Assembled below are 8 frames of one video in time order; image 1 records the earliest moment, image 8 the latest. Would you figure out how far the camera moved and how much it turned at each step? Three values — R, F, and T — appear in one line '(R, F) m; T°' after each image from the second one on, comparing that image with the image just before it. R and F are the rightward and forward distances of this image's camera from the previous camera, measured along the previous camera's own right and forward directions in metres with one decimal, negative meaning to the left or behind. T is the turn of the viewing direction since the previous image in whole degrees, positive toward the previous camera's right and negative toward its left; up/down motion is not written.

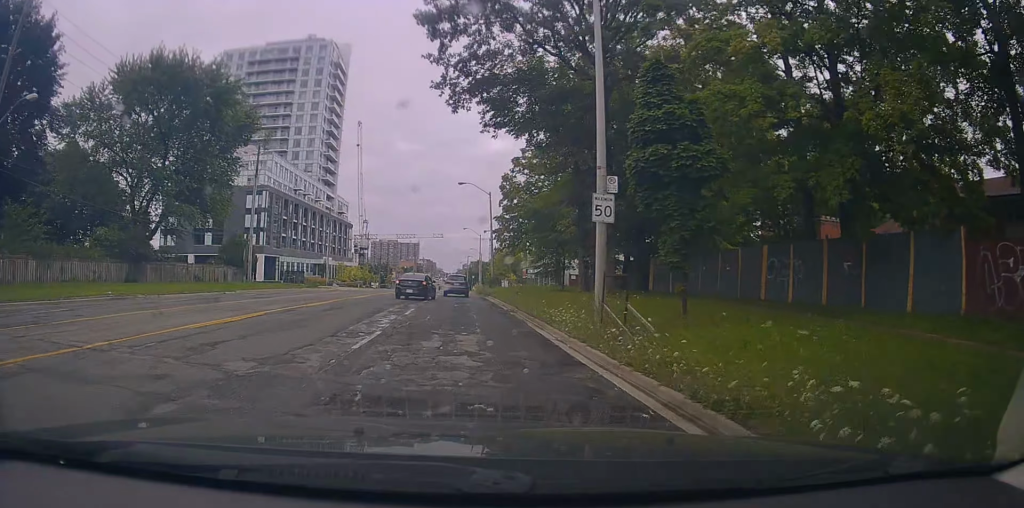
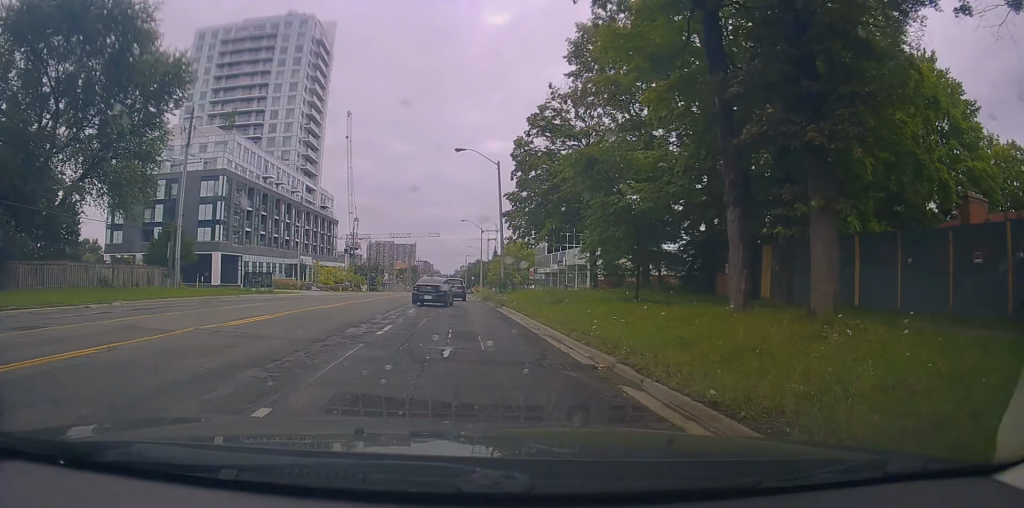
(+0.1, +16.1) m; -1°
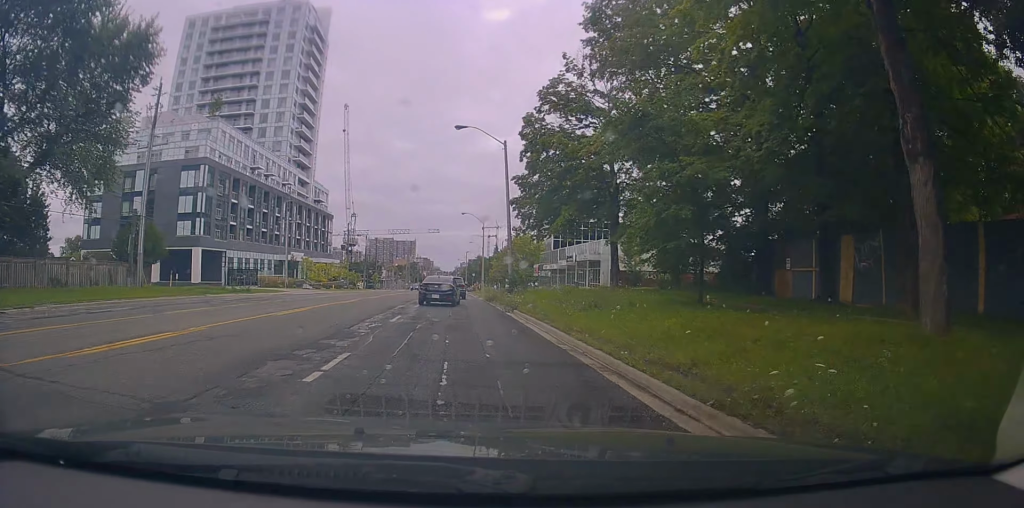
(-0.1, +5.9) m; 0°
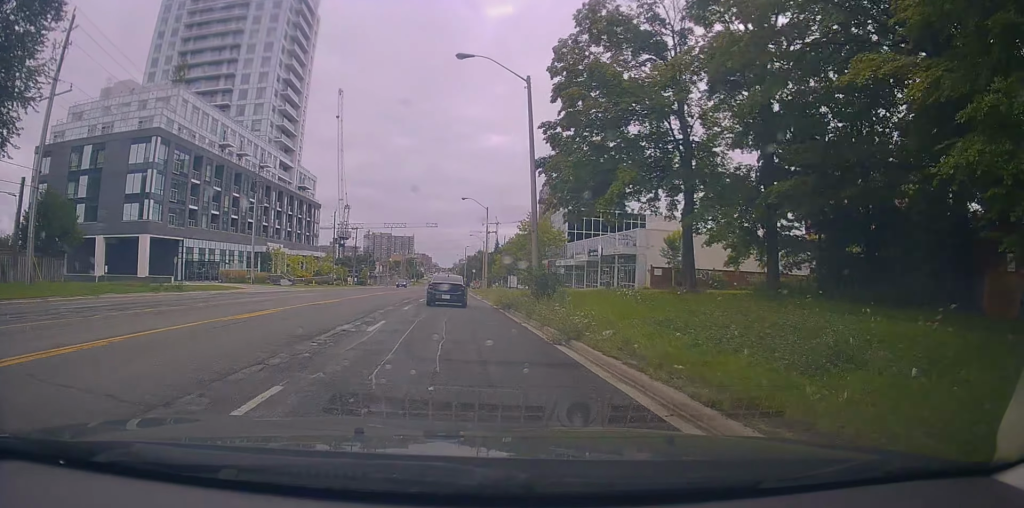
(-0.2, +12.0) m; +1°
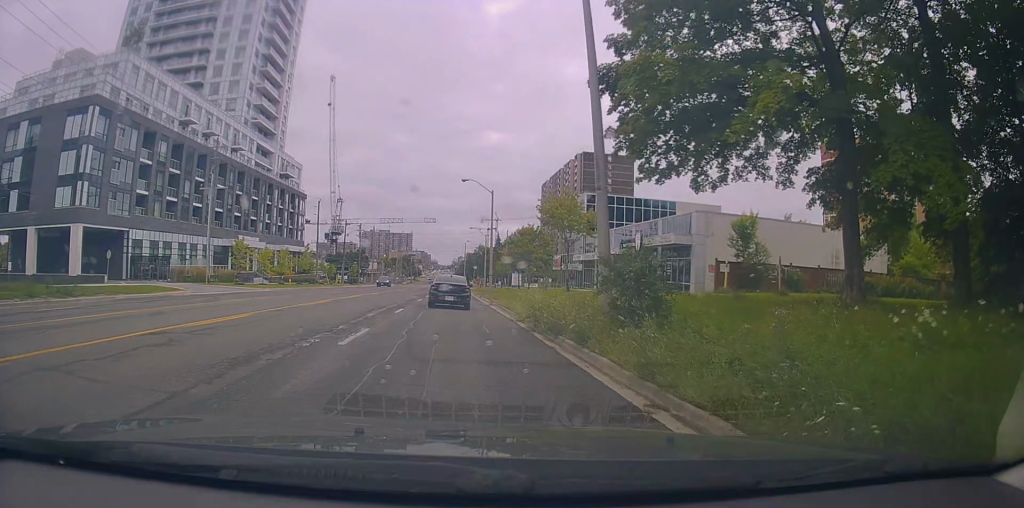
(+0.4, +11.3) m; +1°
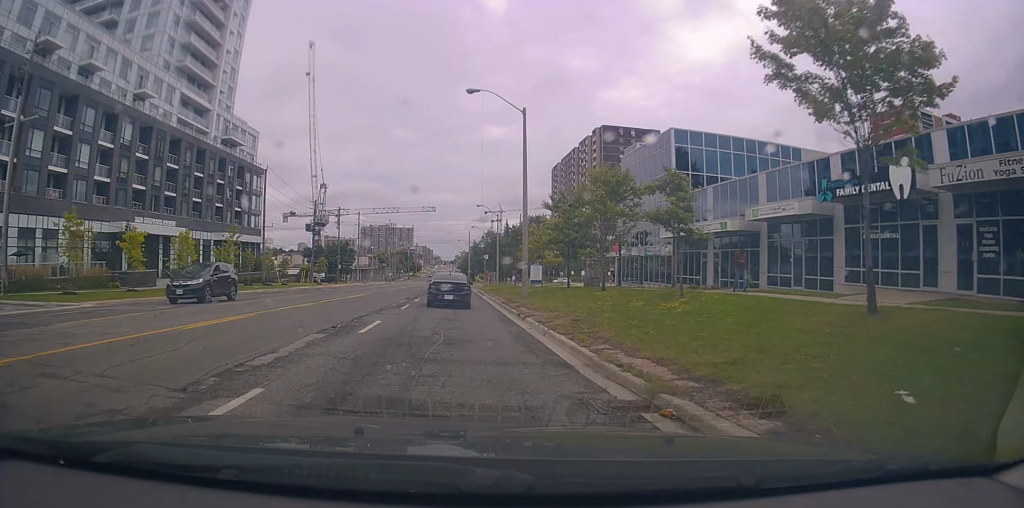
(-0.5, +26.2) m; -3°
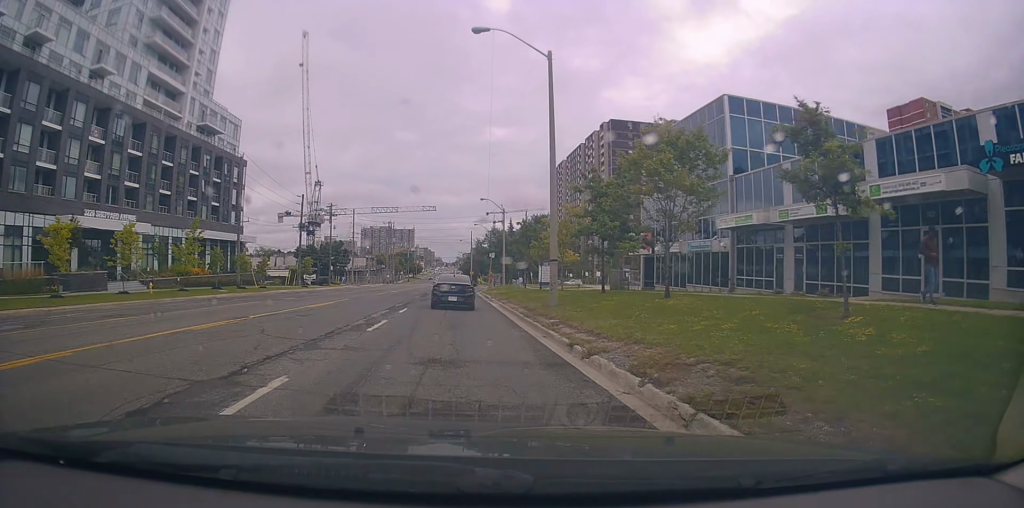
(-0.3, +8.2) m; 0°
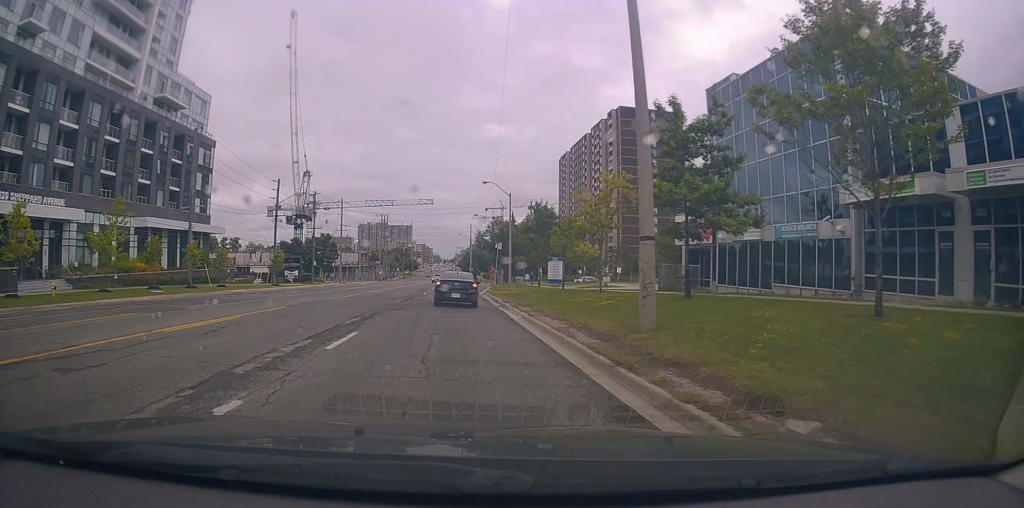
(+0.2, +10.7) m; +2°
